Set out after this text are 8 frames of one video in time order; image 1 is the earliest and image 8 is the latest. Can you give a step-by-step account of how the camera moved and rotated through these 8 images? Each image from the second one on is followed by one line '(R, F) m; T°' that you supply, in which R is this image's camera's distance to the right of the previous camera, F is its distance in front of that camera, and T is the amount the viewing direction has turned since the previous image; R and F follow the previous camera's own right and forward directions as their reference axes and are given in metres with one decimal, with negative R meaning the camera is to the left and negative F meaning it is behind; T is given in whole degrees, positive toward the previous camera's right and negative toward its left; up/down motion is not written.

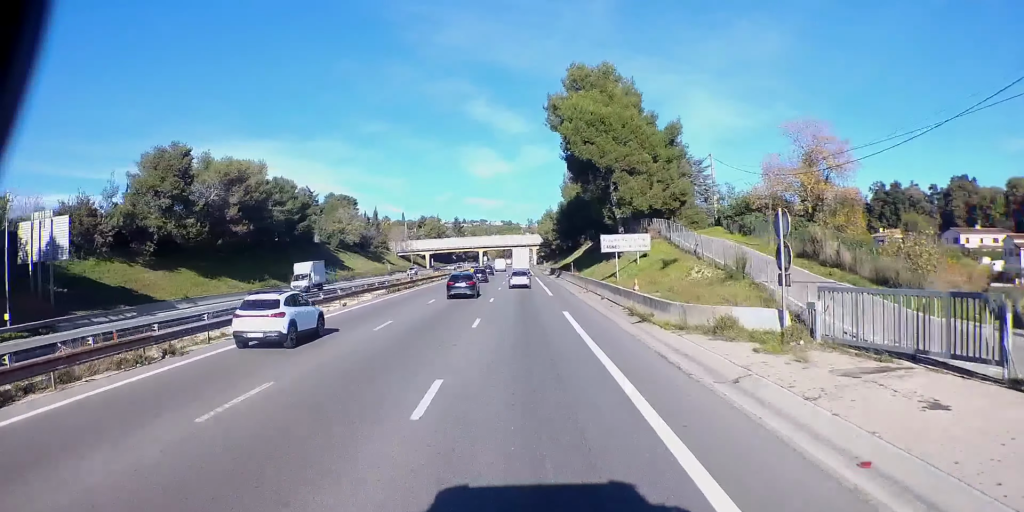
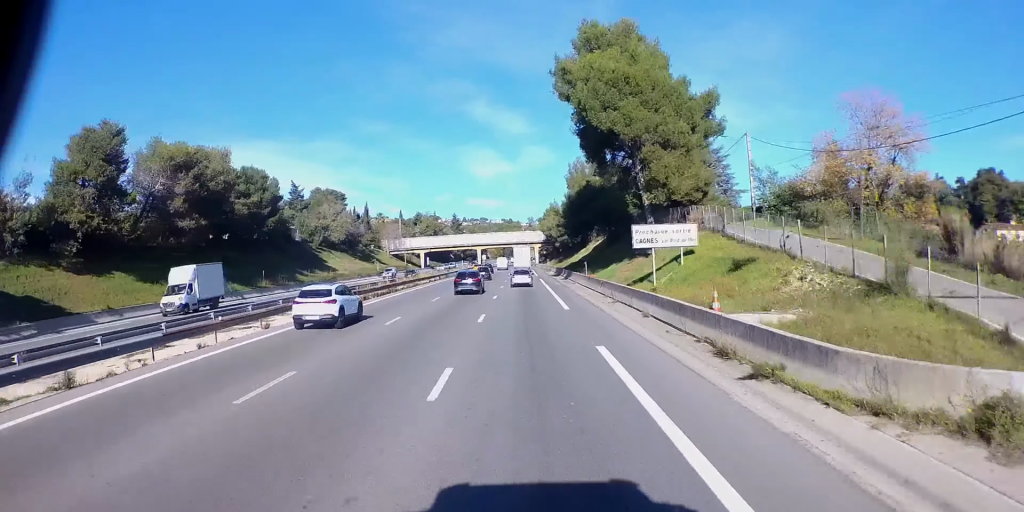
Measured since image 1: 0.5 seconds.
(+0.2, +11.8) m; 0°
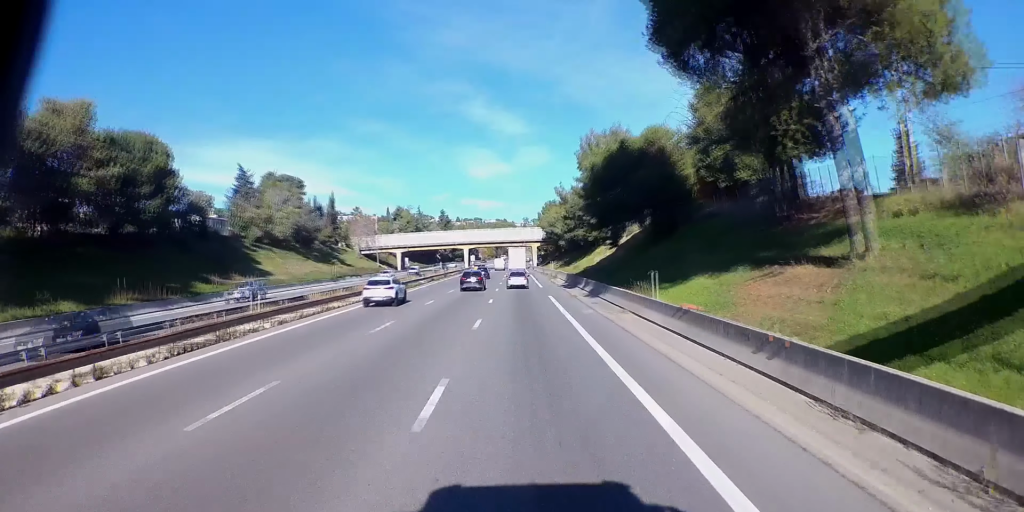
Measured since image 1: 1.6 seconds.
(0.0, +27.5) m; -1°
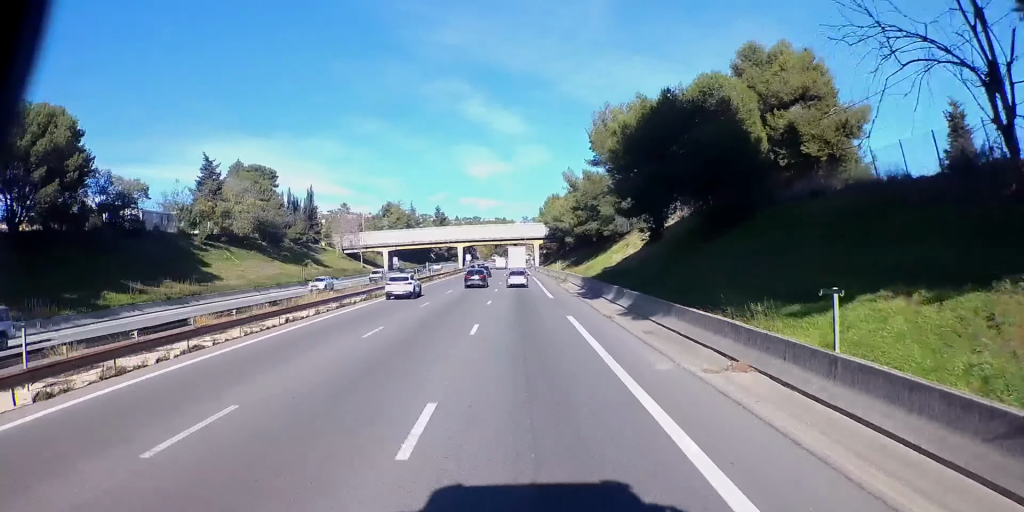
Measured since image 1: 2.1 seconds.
(-0.1, +14.8) m; 0°
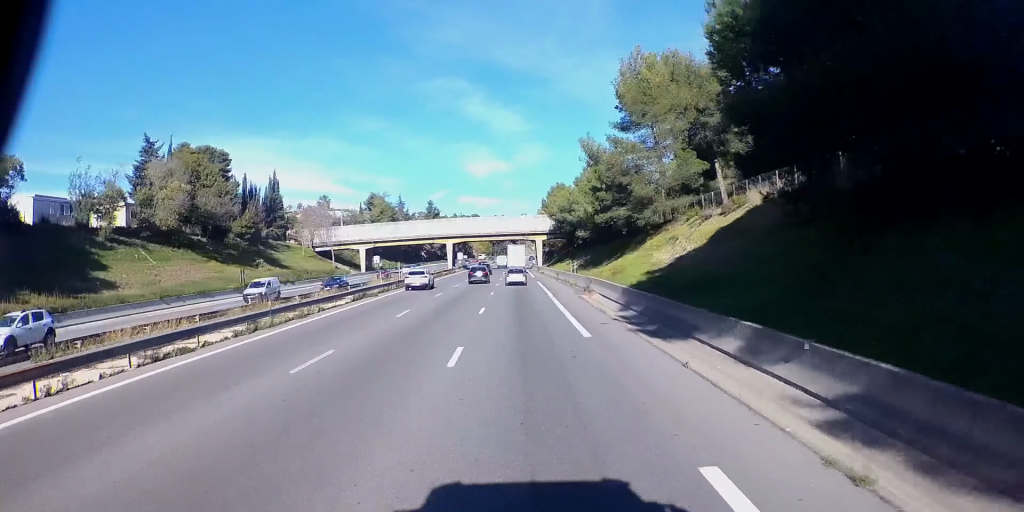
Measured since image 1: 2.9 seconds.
(0.0, +19.4) m; +1°
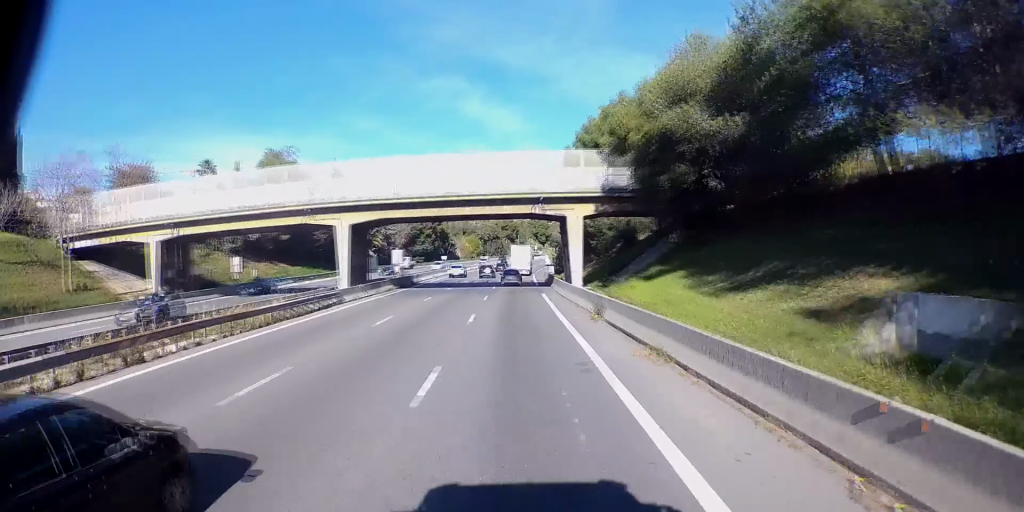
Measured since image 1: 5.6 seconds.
(+1.0, +67.4) m; +1°
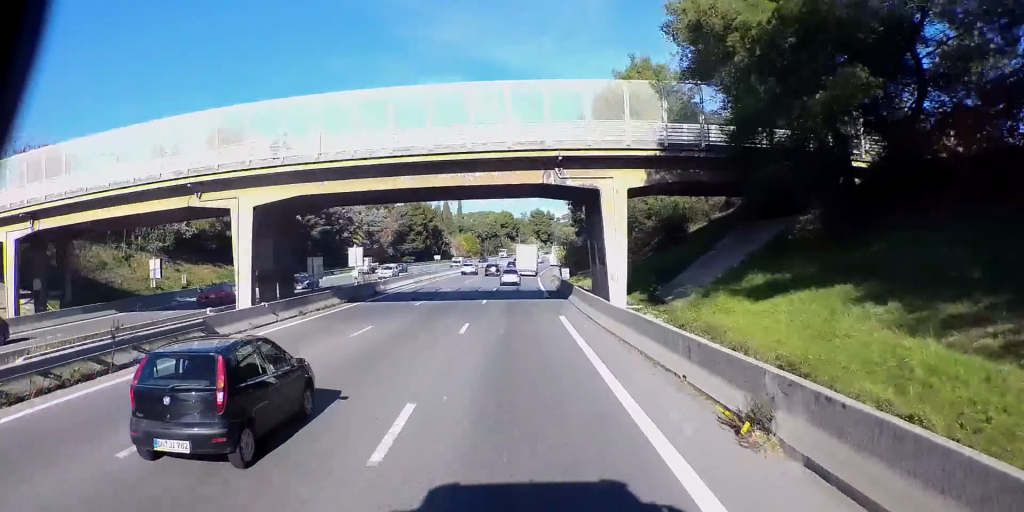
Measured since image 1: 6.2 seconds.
(0.0, +16.2) m; 0°
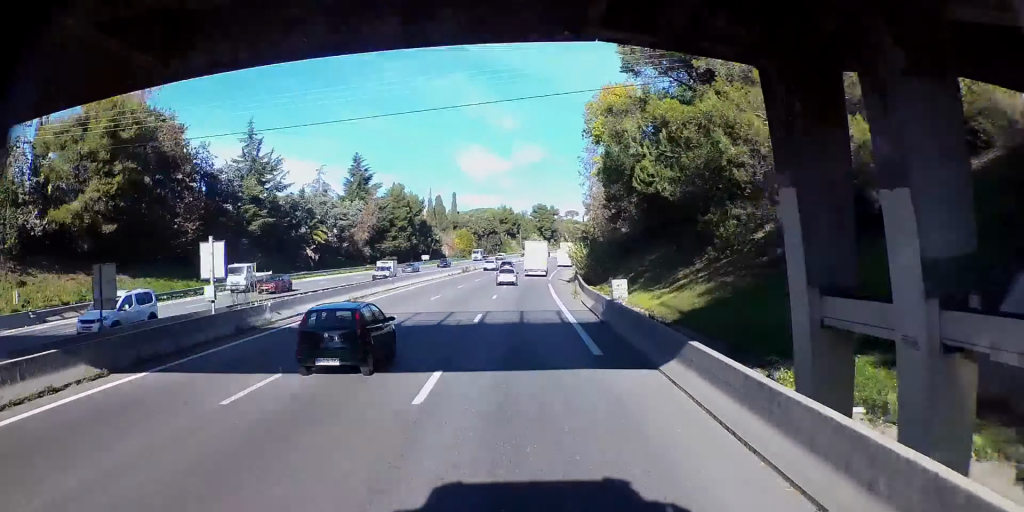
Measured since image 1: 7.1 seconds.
(0.0, +22.1) m; 0°
